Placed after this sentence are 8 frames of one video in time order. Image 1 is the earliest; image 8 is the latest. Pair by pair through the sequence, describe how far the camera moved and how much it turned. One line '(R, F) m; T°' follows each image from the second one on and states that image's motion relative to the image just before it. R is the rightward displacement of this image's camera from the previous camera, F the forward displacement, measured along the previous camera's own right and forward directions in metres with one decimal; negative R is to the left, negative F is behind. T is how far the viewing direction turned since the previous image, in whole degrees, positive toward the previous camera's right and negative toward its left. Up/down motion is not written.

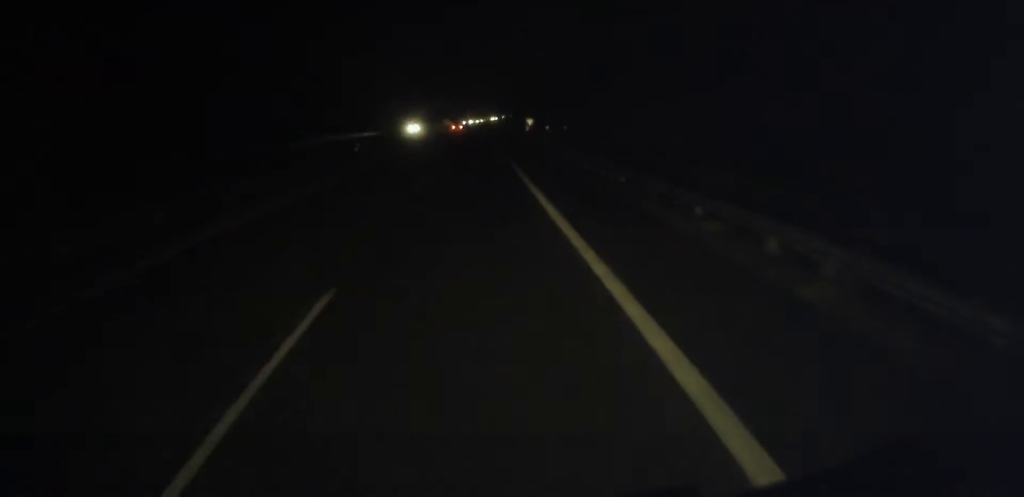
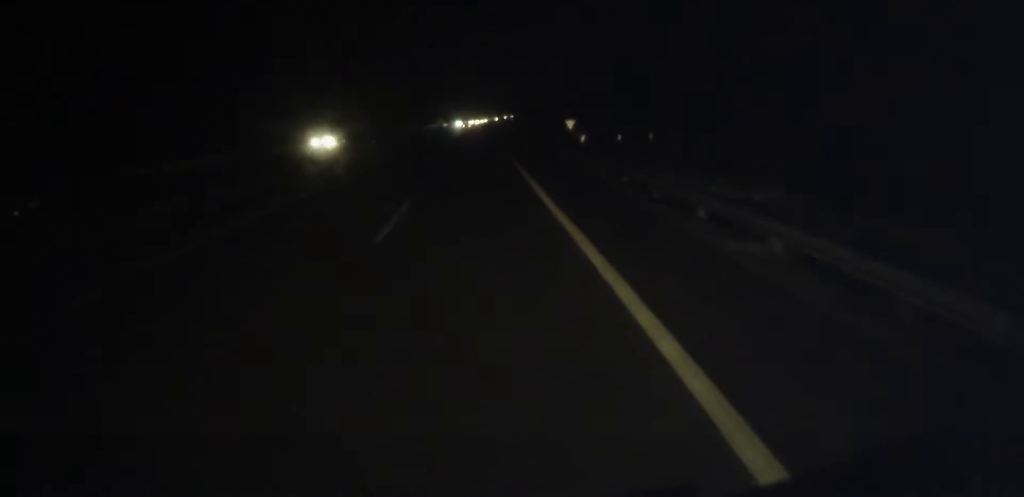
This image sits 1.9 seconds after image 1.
(-0.2, +44.6) m; 0°
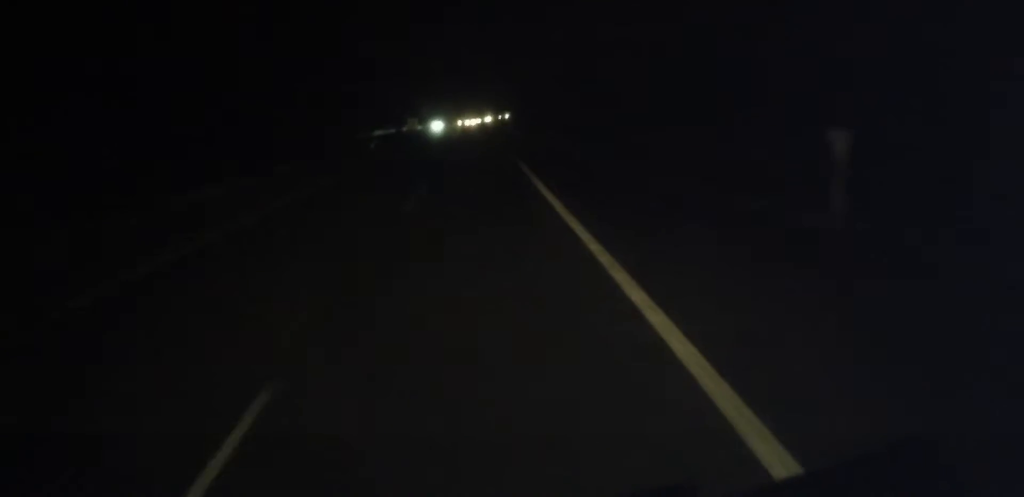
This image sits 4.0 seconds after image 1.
(+0.1, +50.7) m; 0°
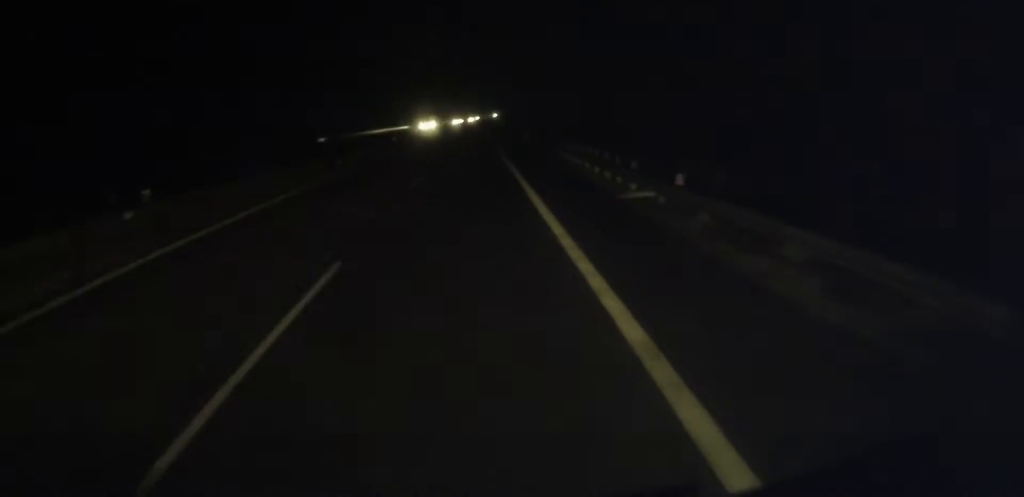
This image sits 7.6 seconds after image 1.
(+0.5, +85.0) m; +1°
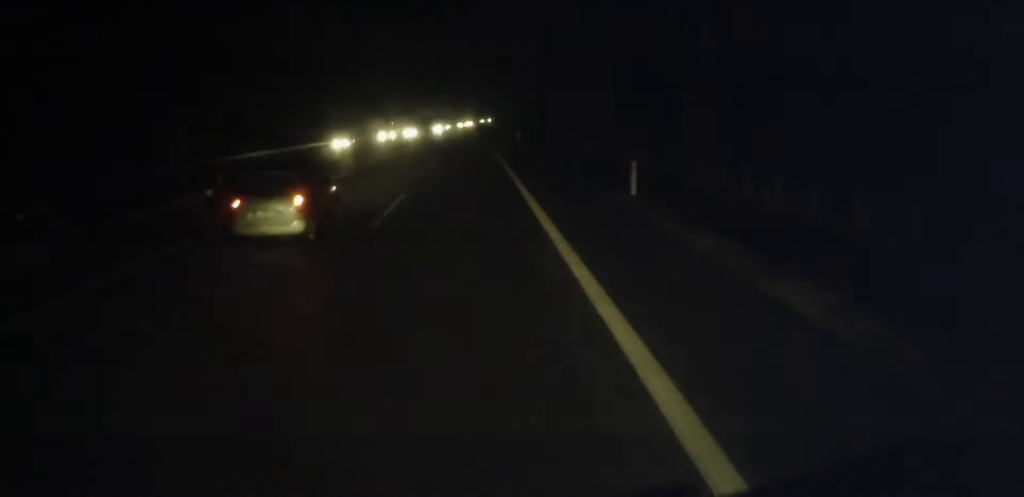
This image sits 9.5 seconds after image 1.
(+0.2, +43.8) m; 0°
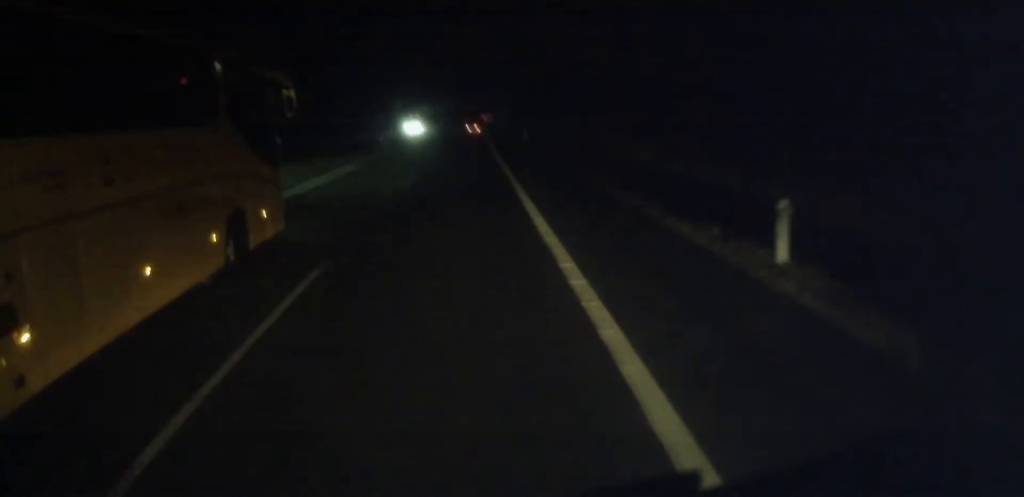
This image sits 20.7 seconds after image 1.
(+4.1, +262.8) m; +2°
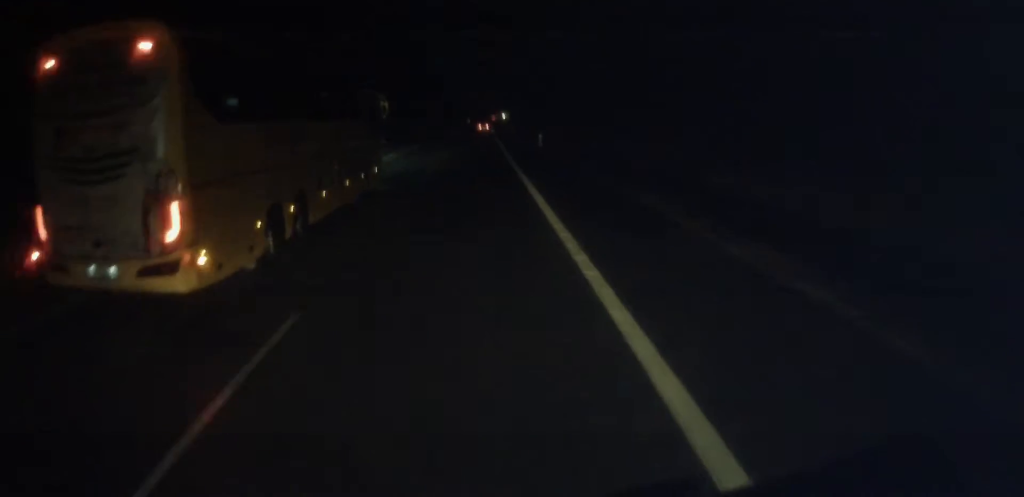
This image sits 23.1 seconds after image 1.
(-0.1, +56.5) m; 0°
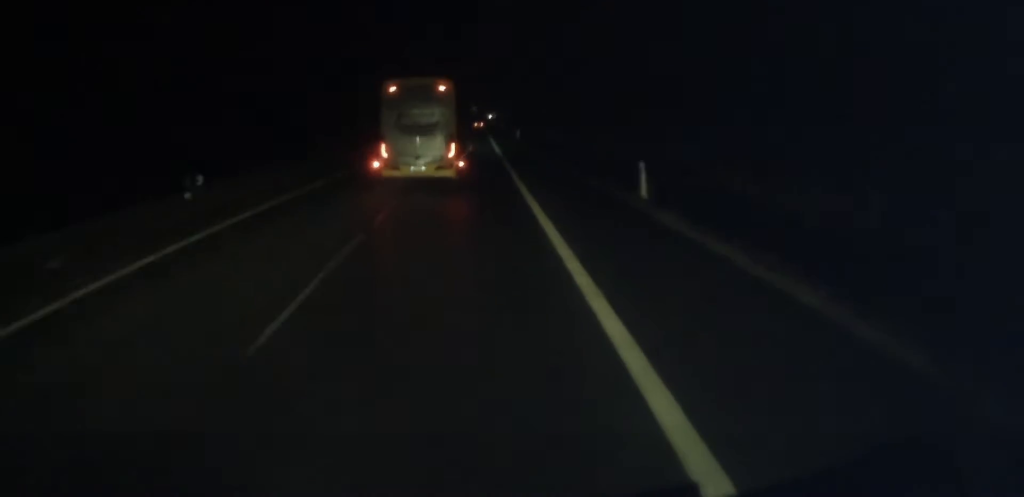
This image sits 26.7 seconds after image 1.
(+0.5, +84.9) m; 0°
